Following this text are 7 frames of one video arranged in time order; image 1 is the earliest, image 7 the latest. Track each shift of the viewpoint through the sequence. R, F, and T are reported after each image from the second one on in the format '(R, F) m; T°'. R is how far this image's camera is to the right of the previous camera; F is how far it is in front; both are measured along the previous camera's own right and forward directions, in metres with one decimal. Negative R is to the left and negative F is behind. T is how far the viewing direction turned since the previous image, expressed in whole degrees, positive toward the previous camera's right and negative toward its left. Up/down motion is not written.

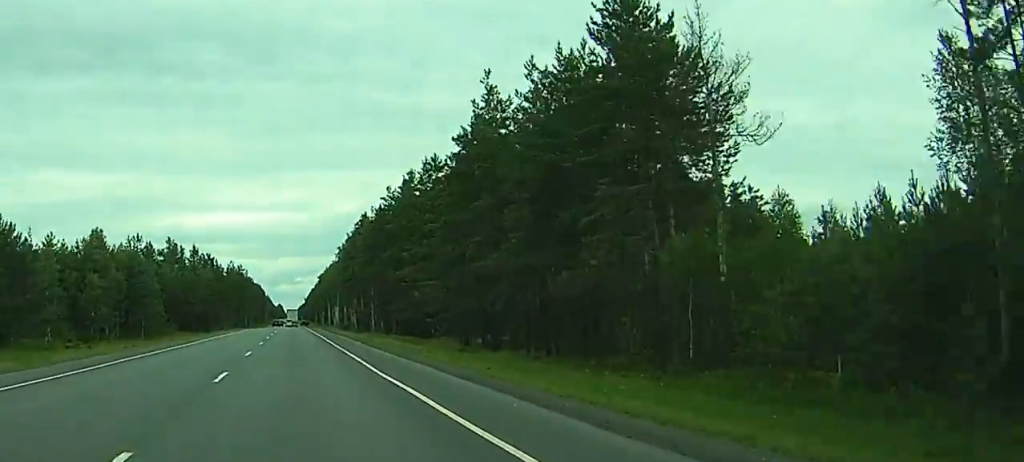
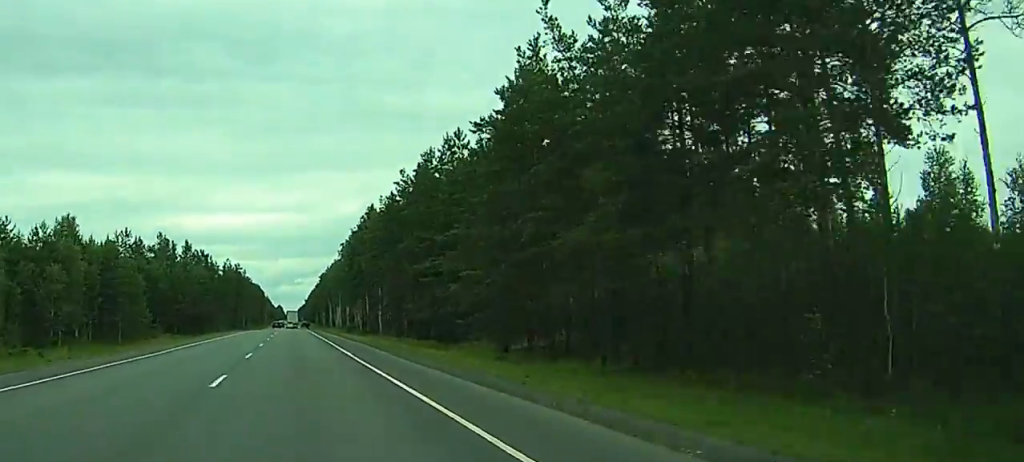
(0.0, +12.5) m; 0°
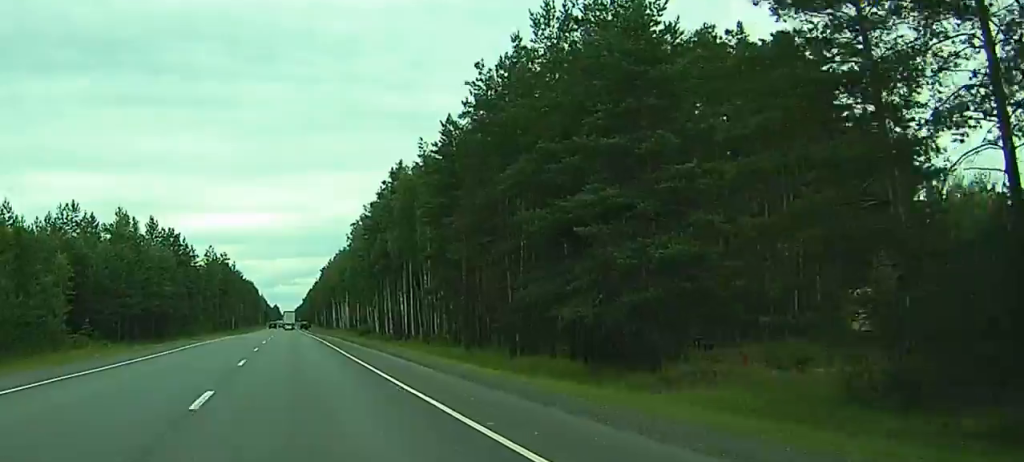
(0.0, +37.1) m; 0°
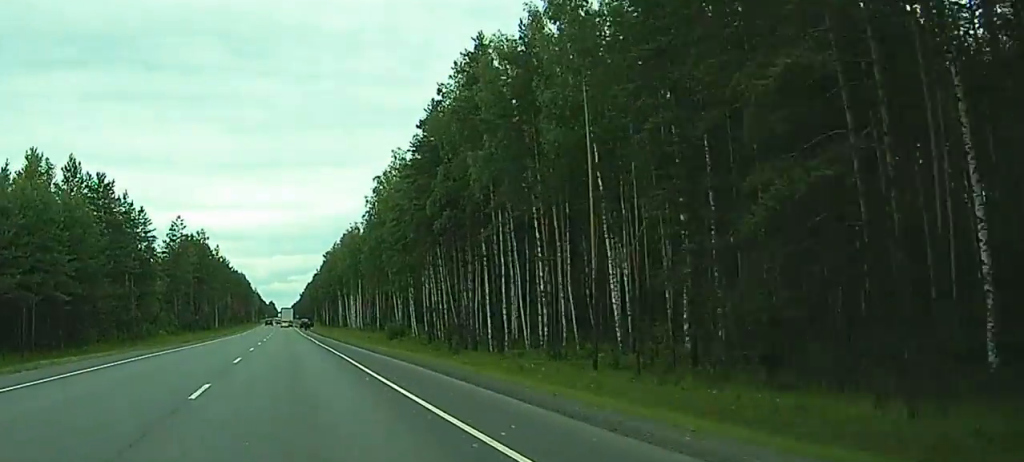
(-0.6, +42.3) m; 0°
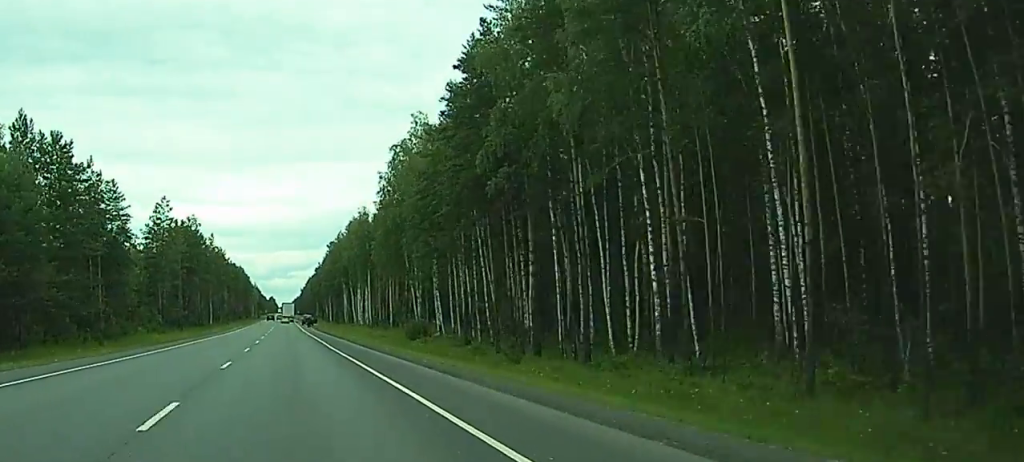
(+0.4, +17.9) m; +1°
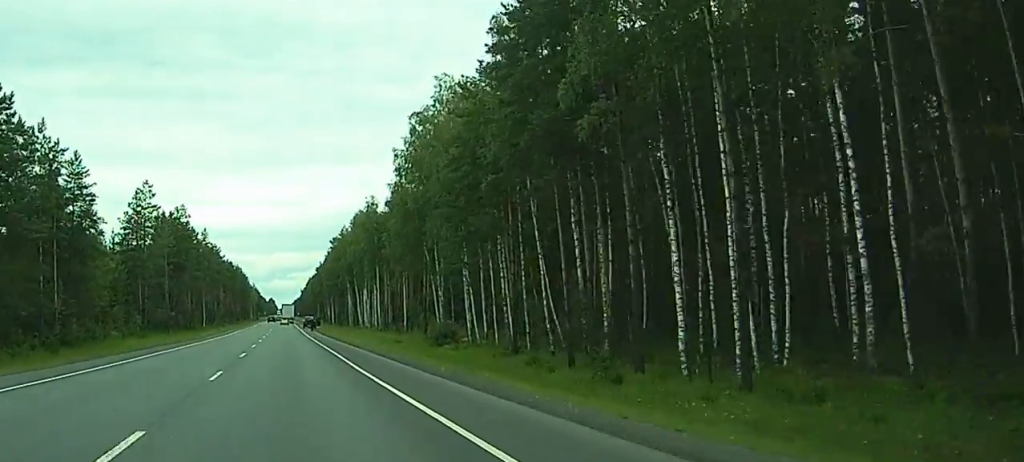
(+0.2, +16.0) m; 0°
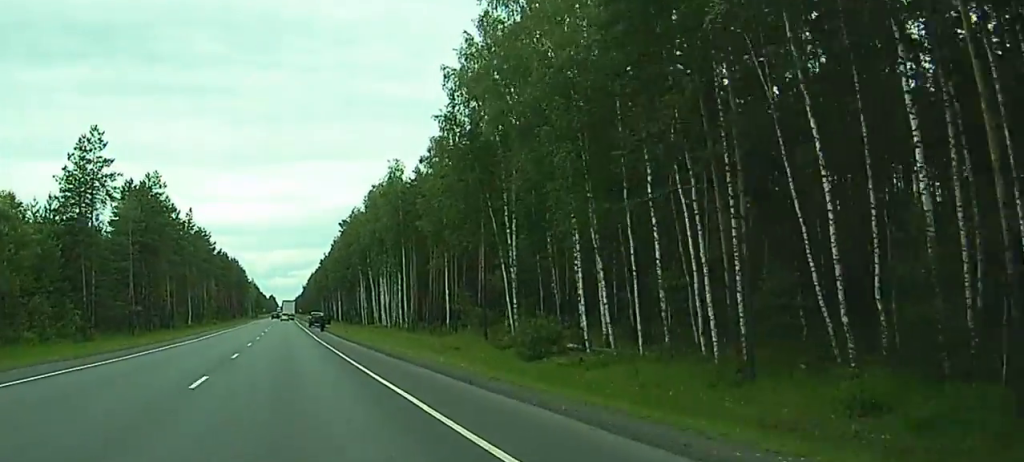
(-0.2, +30.5) m; -1°
